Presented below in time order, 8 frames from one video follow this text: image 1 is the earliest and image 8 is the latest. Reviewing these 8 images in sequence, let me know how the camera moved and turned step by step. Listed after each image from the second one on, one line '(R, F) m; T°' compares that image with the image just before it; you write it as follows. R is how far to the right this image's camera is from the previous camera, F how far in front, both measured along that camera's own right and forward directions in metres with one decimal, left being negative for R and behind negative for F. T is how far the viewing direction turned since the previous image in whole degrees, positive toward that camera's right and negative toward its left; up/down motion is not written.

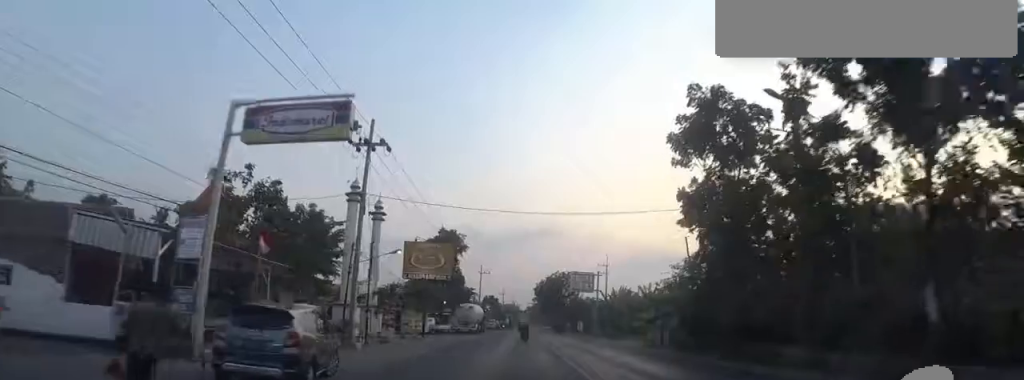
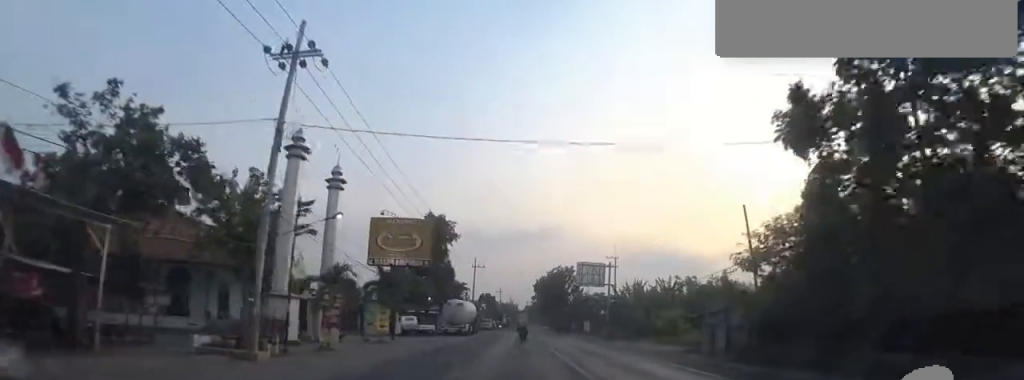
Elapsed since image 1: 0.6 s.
(+0.4, +8.6) m; +2°
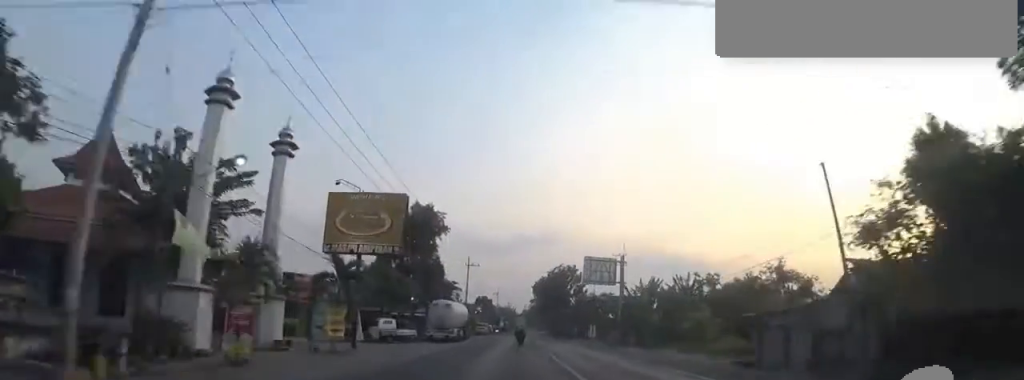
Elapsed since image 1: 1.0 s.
(0.0, +6.7) m; 0°
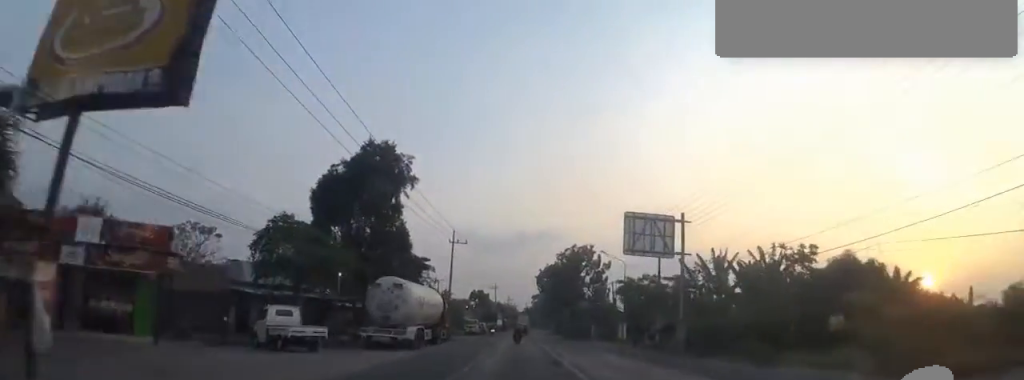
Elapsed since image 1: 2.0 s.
(0.0, +16.2) m; 0°
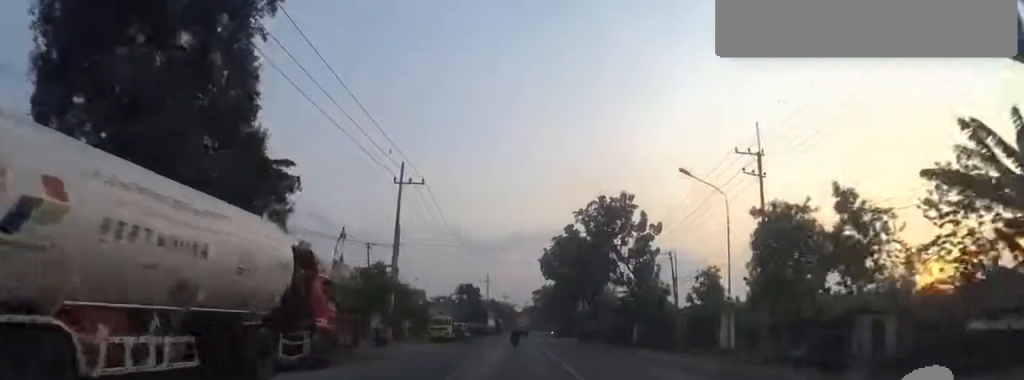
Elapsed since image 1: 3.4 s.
(0.0, +21.5) m; -1°
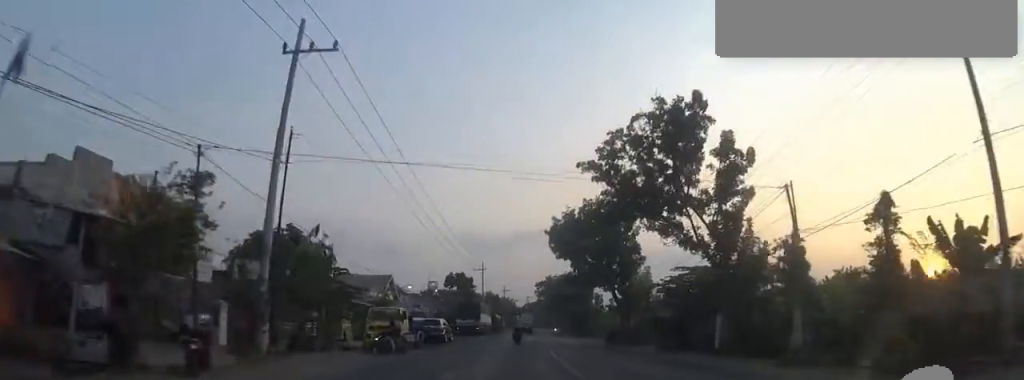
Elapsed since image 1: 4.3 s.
(-0.1, +15.0) m; 0°
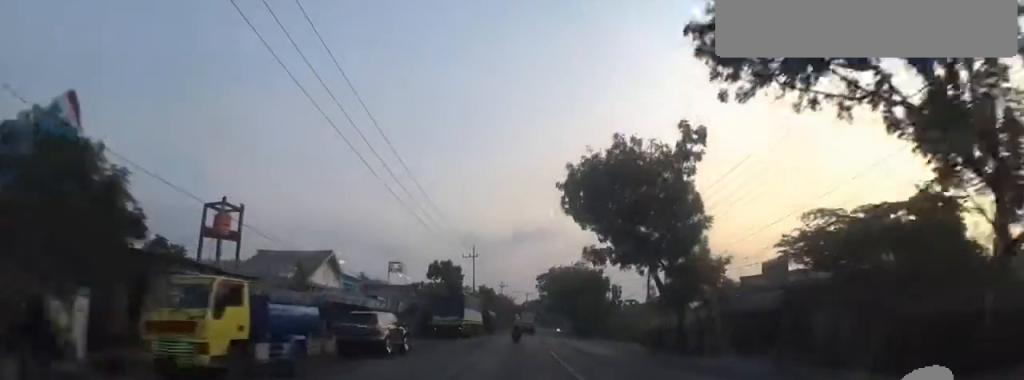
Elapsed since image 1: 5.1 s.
(0.0, +13.5) m; -1°
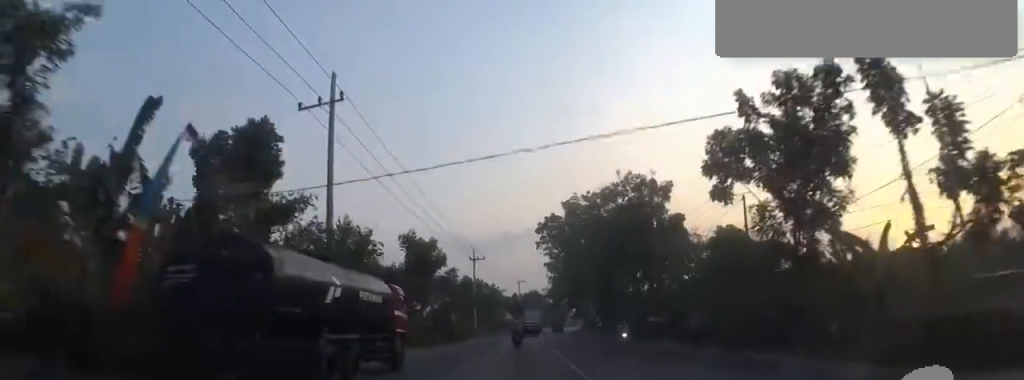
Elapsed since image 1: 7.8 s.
(+1.1, +45.3) m; +5°
